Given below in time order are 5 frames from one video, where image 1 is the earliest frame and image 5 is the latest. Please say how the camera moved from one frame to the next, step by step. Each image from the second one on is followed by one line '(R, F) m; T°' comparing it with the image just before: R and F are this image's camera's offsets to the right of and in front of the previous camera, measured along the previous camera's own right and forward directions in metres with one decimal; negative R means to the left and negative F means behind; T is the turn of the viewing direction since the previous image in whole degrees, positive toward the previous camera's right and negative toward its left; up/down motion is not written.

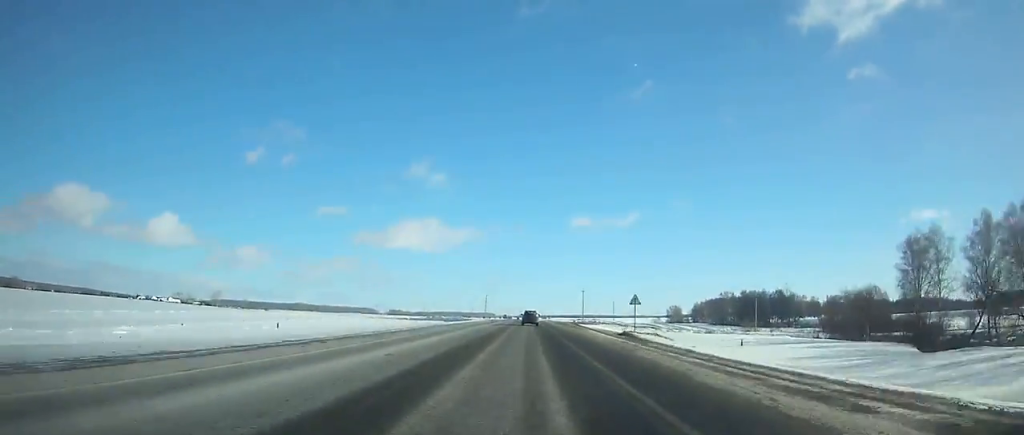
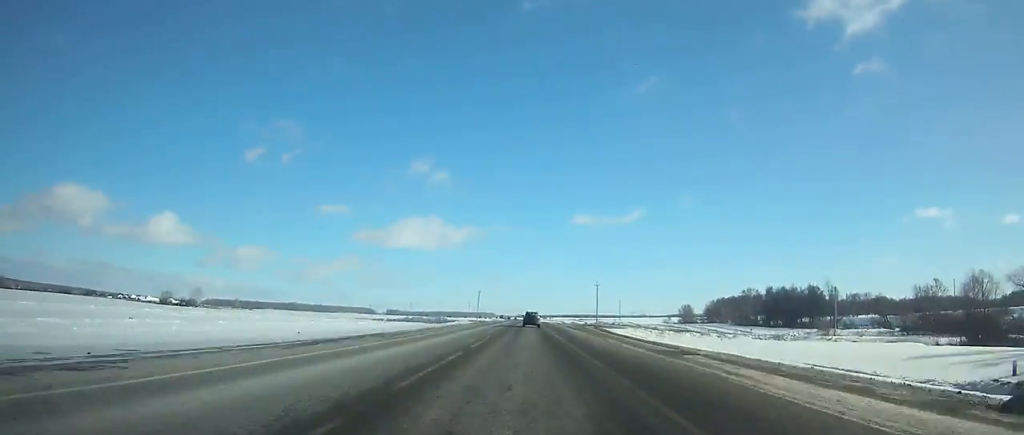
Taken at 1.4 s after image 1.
(0.0, +37.5) m; 0°
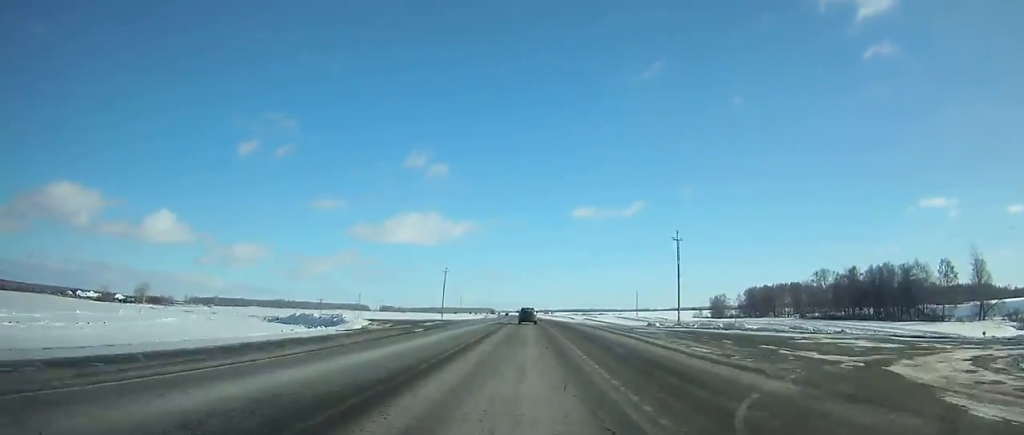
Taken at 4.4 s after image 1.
(-0.1, +81.1) m; 0°
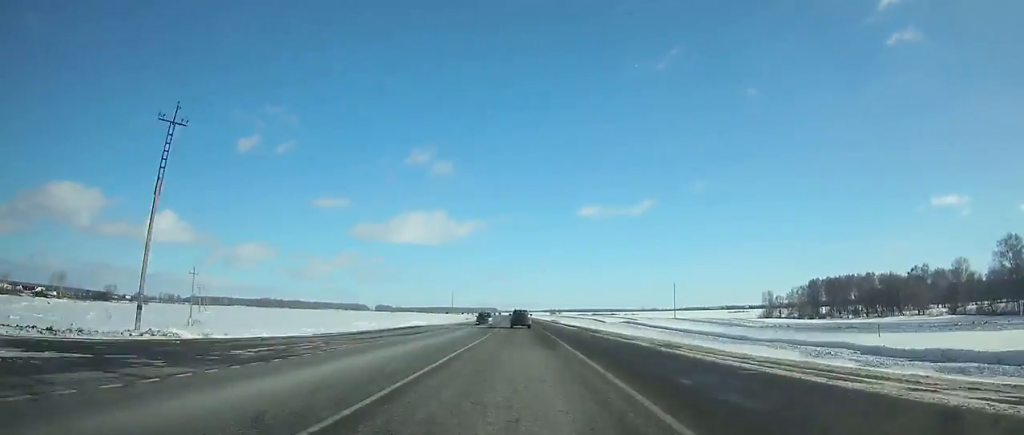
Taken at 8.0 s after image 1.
(-0.2, +99.0) m; -1°
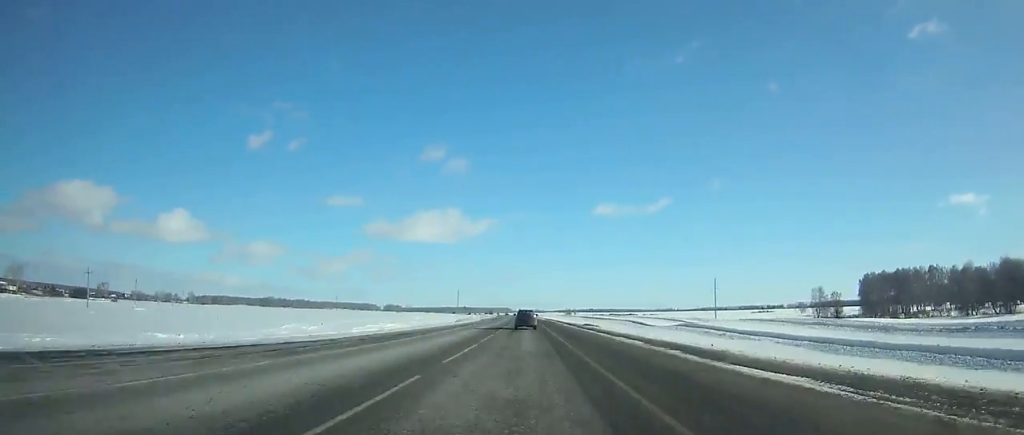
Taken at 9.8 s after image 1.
(-0.4, +49.9) m; -1°
